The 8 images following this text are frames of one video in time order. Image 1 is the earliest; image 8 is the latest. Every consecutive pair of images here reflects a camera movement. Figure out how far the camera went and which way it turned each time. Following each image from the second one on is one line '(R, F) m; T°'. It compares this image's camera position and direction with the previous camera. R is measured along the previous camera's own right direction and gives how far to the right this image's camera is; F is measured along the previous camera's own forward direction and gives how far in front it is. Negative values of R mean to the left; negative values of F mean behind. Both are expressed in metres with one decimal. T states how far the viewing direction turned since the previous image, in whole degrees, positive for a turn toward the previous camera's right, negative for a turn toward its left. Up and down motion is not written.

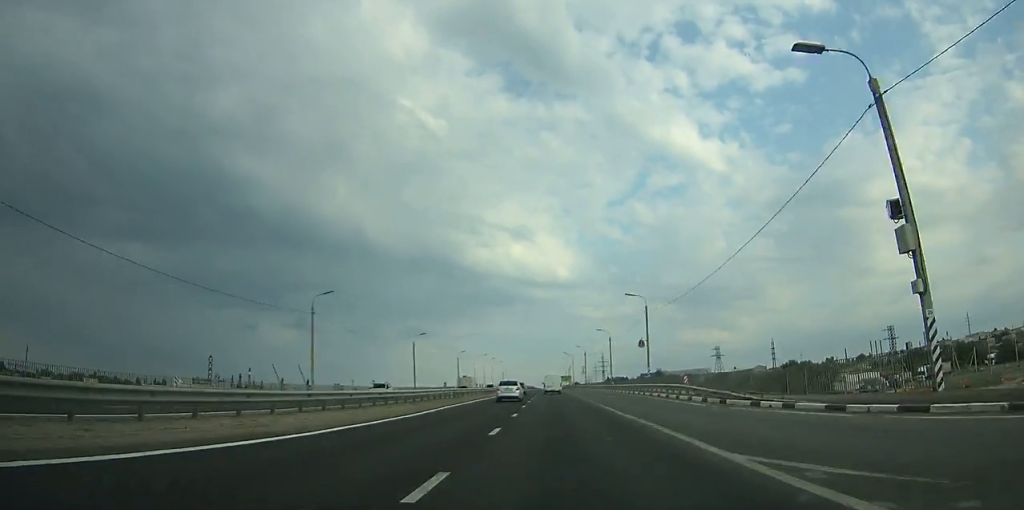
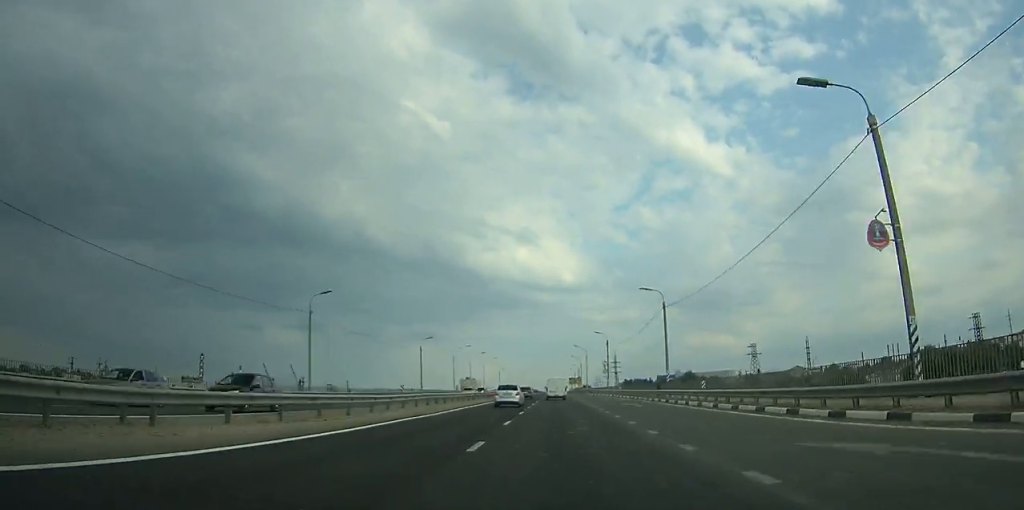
(-0.1, +42.8) m; 0°
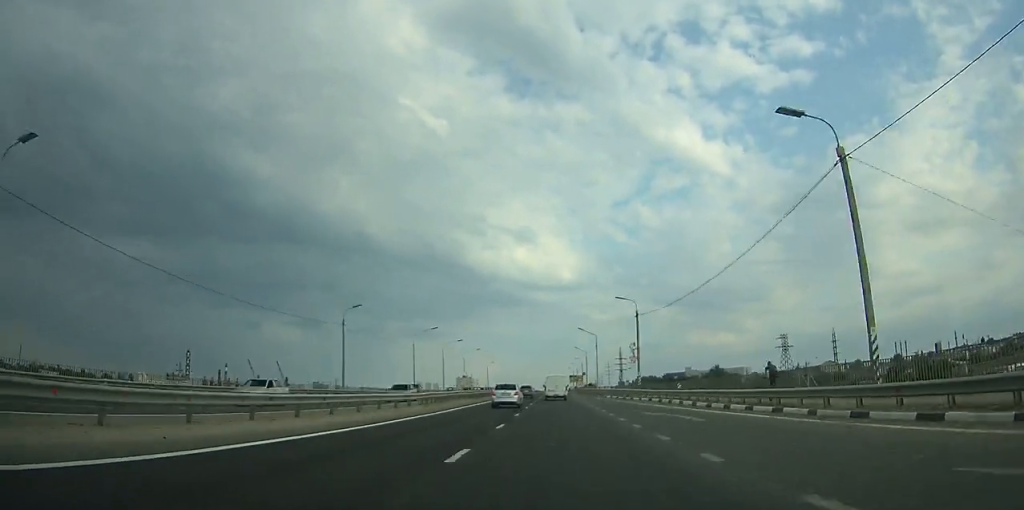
(0.0, +34.9) m; 0°
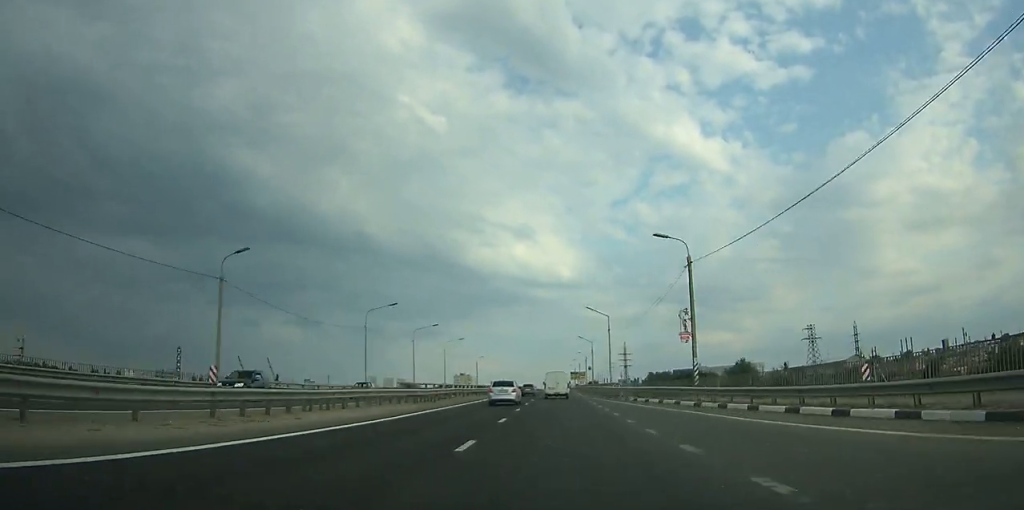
(-0.1, +23.6) m; 0°
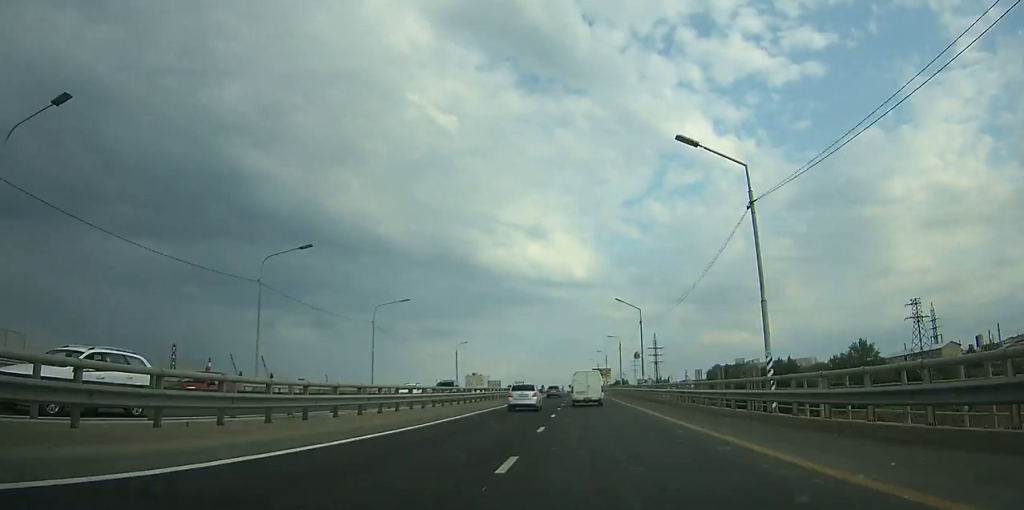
(-0.2, +51.1) m; 0°
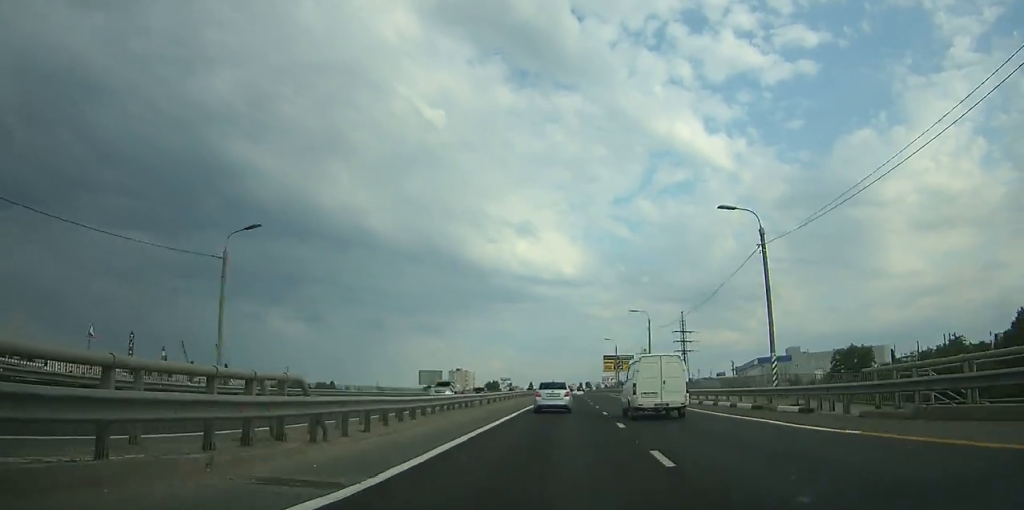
(+0.2, +69.8) m; +1°
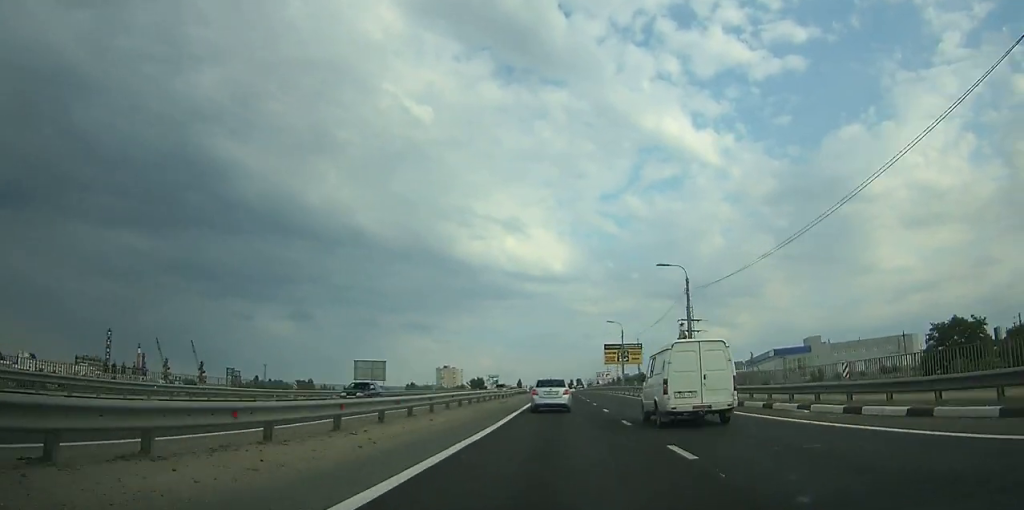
(+0.2, +22.9) m; 0°
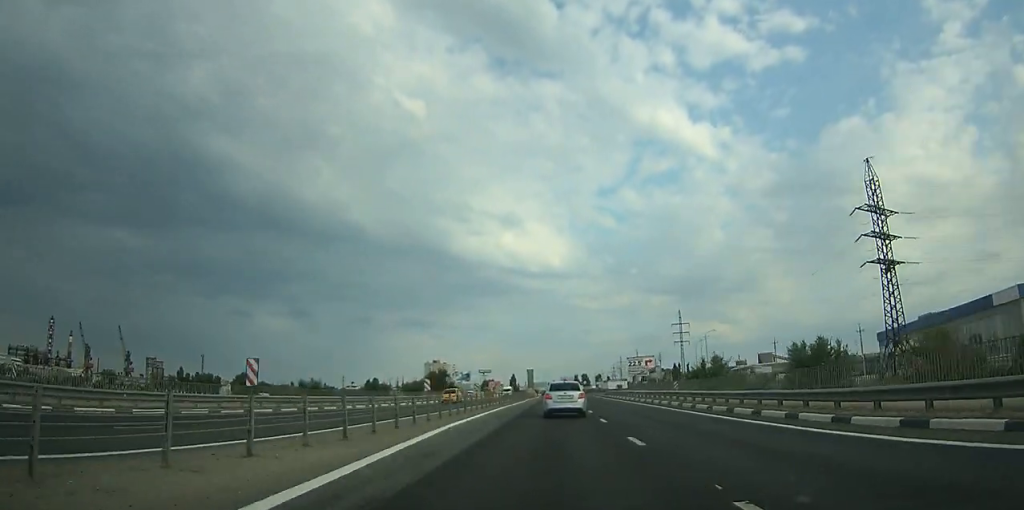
(+0.2, +100.9) m; 0°
